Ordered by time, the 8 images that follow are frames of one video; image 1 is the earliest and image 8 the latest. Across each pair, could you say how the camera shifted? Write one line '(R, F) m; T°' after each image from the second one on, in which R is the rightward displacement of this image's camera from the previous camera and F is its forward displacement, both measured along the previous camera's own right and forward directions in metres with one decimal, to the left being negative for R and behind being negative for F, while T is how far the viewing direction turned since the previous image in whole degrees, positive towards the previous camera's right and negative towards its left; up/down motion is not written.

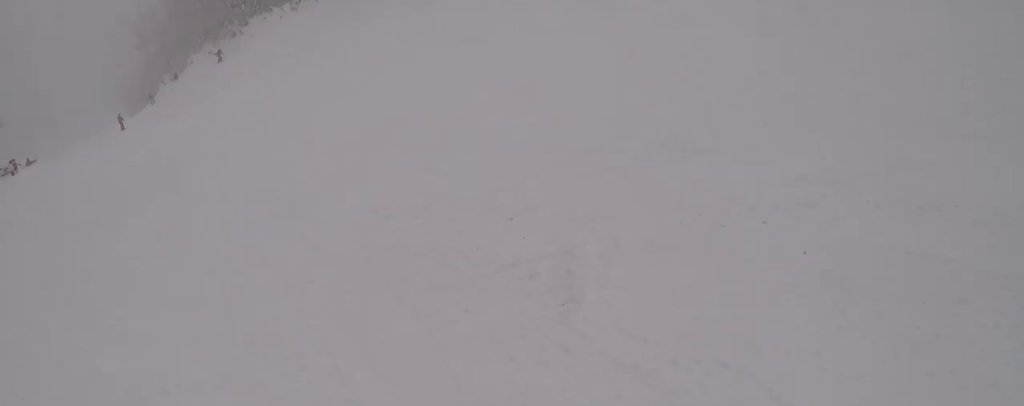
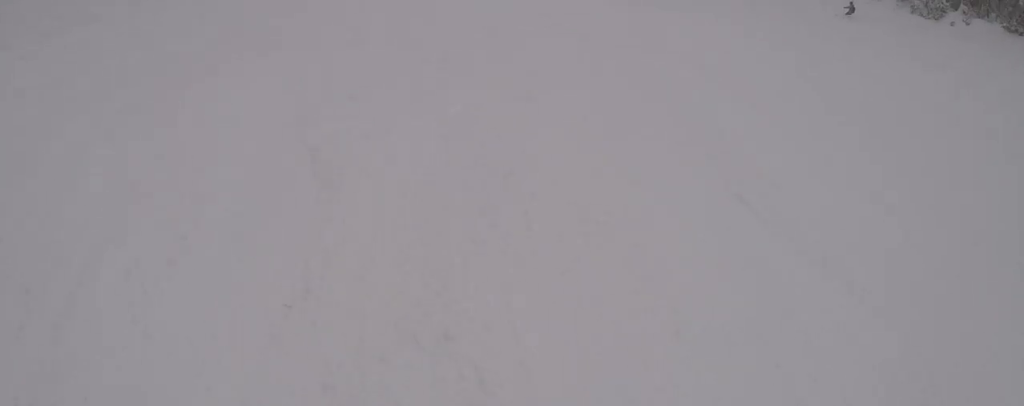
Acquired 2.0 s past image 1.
(-3.4, +12.6) m; -27°
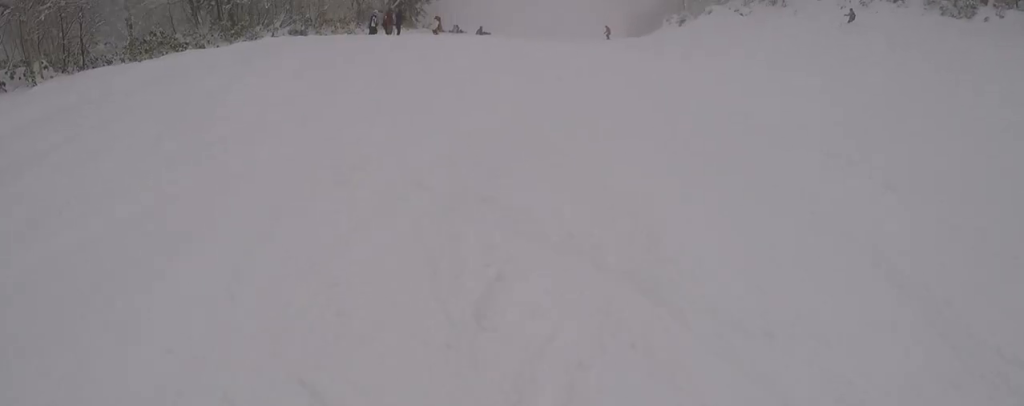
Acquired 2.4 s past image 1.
(-0.1, +2.9) m; +2°
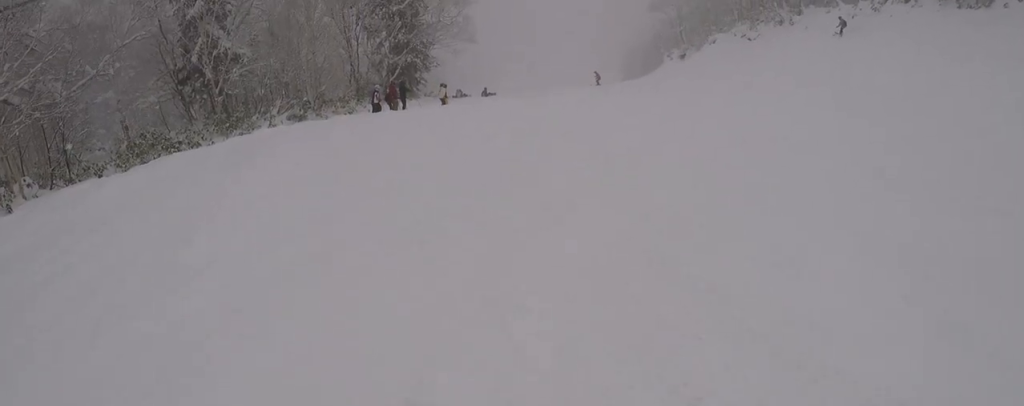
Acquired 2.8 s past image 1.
(-0.1, +2.9) m; +5°
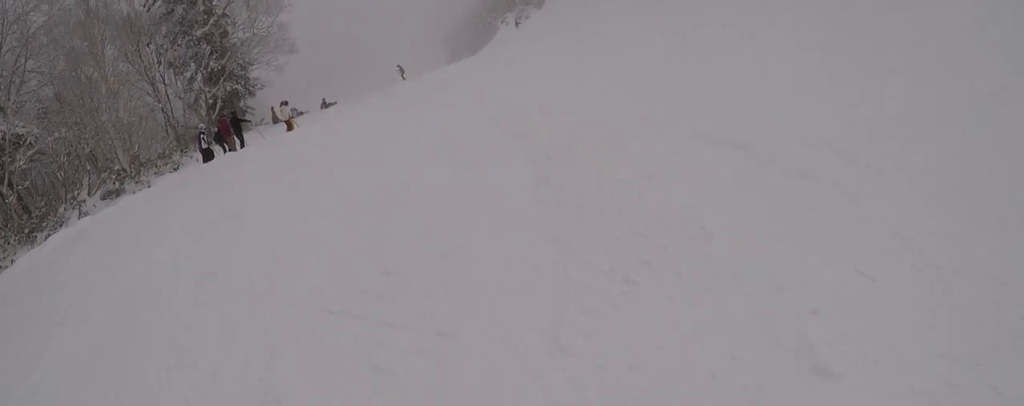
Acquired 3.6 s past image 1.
(+0.7, +5.6) m; +14°
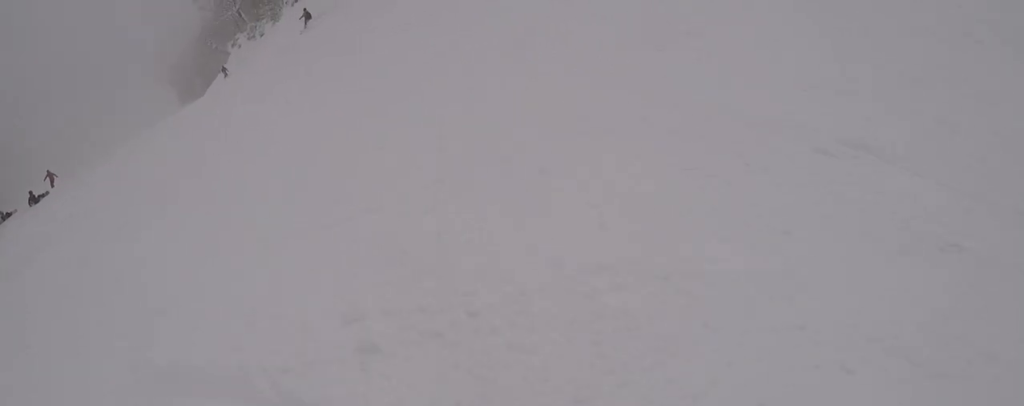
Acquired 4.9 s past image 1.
(+1.9, +9.0) m; +18°
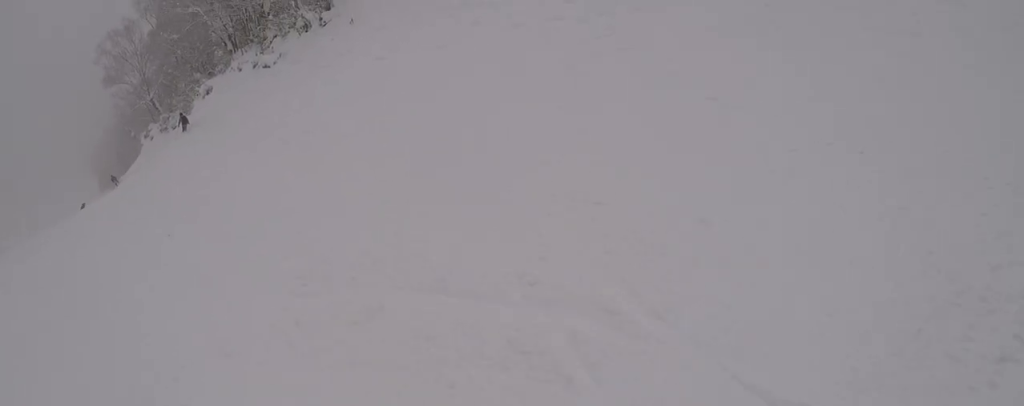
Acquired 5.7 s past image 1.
(+0.3, +5.1) m; -3°
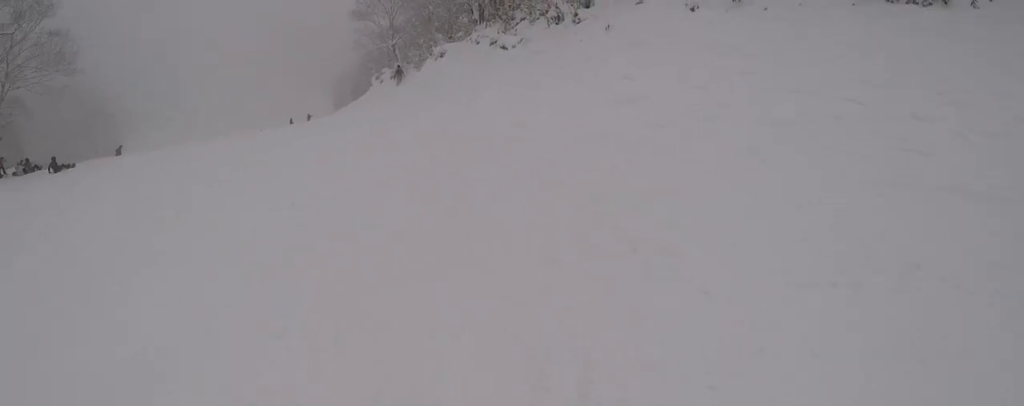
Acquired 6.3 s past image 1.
(+0.1, +4.0) m; -8°
